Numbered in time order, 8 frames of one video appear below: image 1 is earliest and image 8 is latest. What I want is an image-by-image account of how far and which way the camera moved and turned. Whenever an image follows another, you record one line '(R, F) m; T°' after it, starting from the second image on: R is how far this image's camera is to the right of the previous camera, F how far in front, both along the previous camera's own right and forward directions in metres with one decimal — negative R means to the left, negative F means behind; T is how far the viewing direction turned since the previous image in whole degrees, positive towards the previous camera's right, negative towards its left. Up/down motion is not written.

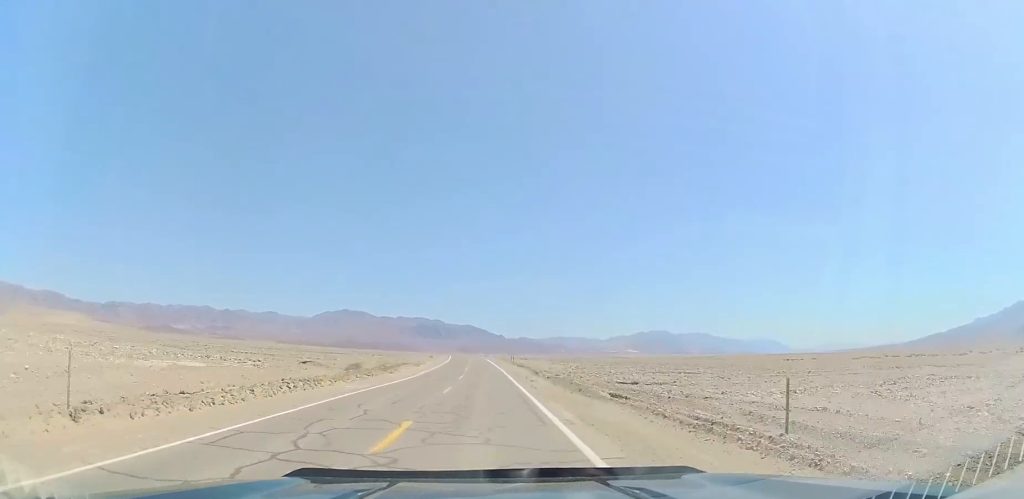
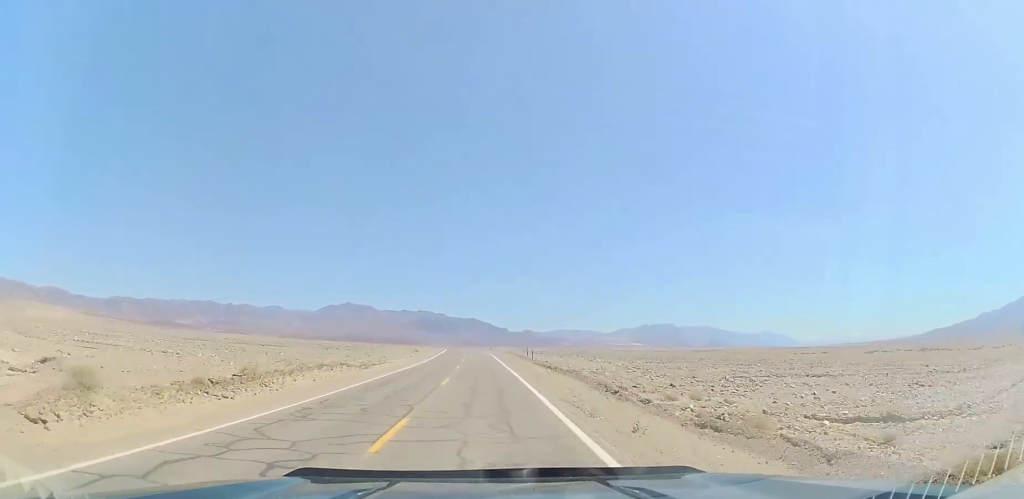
(-0.2, +29.8) m; 0°
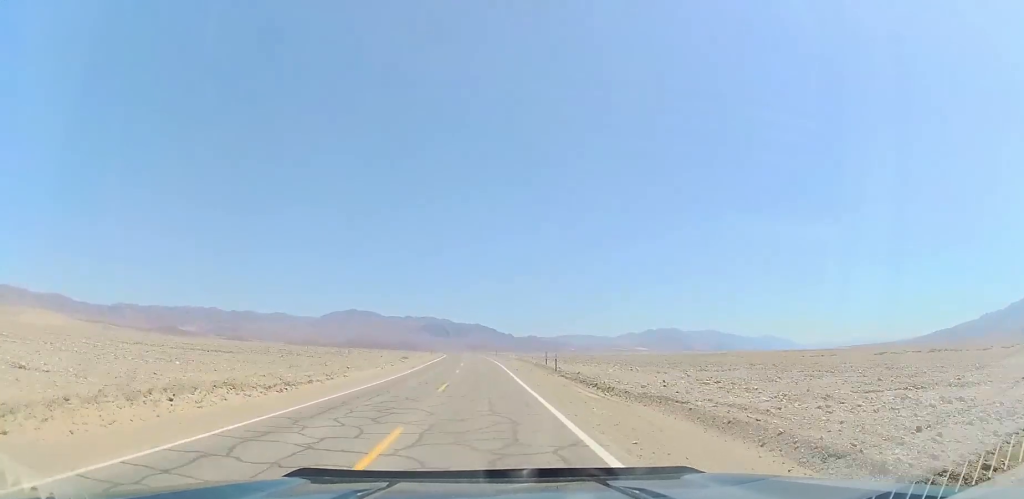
(+0.1, +15.9) m; -1°
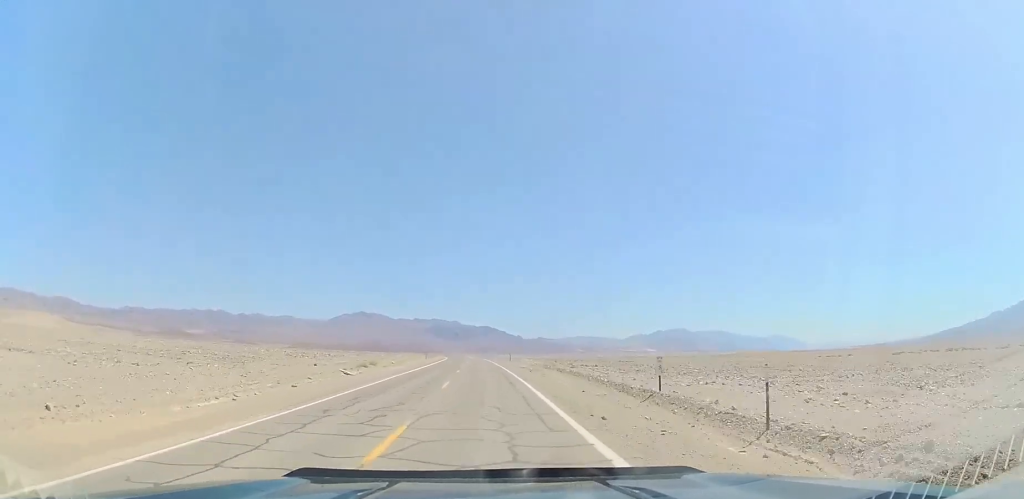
(-0.2, +28.8) m; -1°
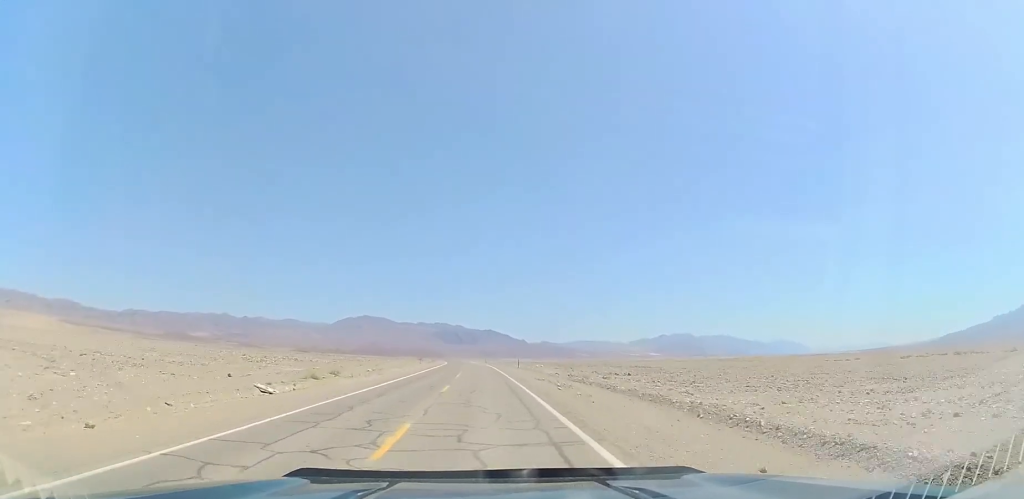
(-0.3, +14.0) m; -1°
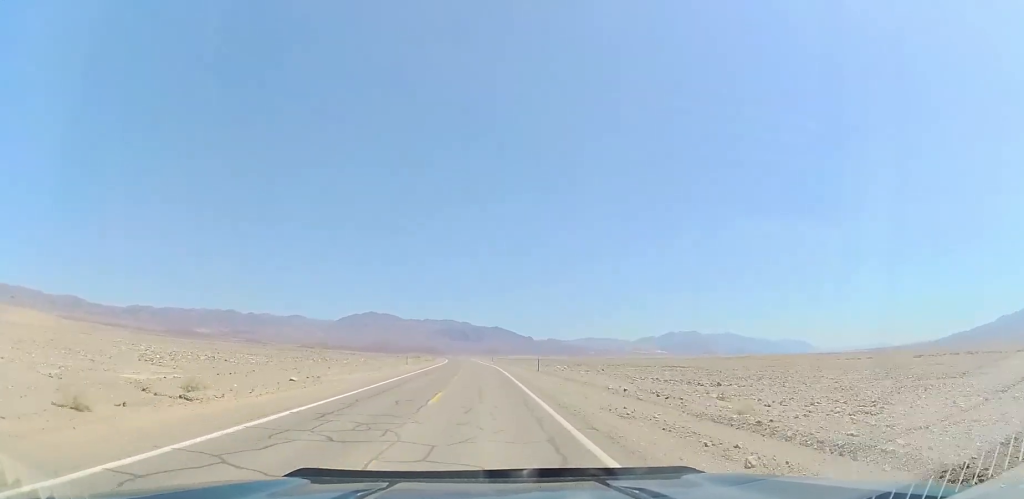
(-0.1, +19.9) m; 0°
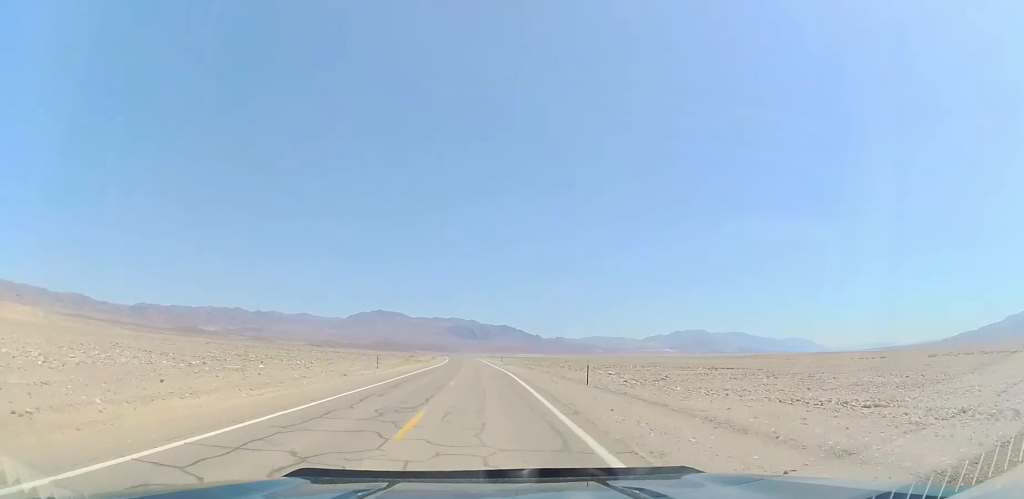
(0.0, +22.0) m; 0°
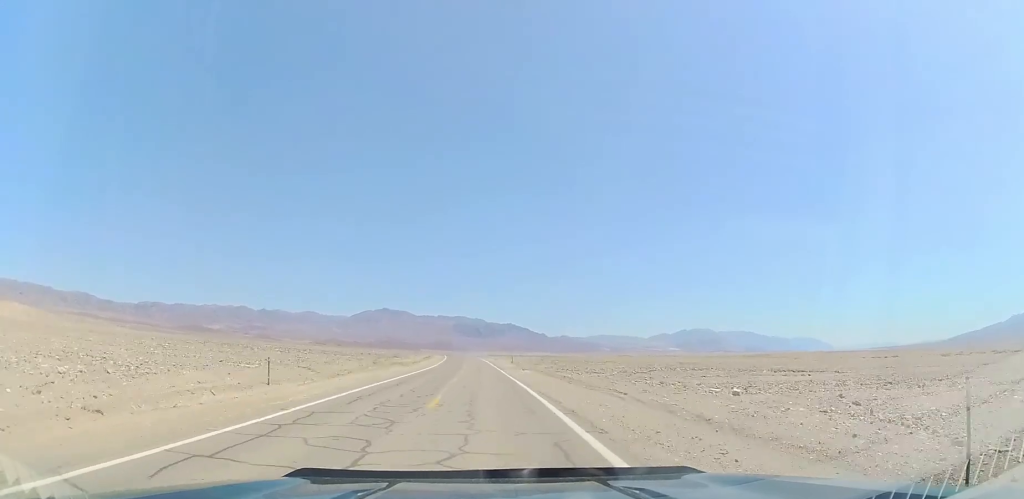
(0.0, +24.0) m; 0°
